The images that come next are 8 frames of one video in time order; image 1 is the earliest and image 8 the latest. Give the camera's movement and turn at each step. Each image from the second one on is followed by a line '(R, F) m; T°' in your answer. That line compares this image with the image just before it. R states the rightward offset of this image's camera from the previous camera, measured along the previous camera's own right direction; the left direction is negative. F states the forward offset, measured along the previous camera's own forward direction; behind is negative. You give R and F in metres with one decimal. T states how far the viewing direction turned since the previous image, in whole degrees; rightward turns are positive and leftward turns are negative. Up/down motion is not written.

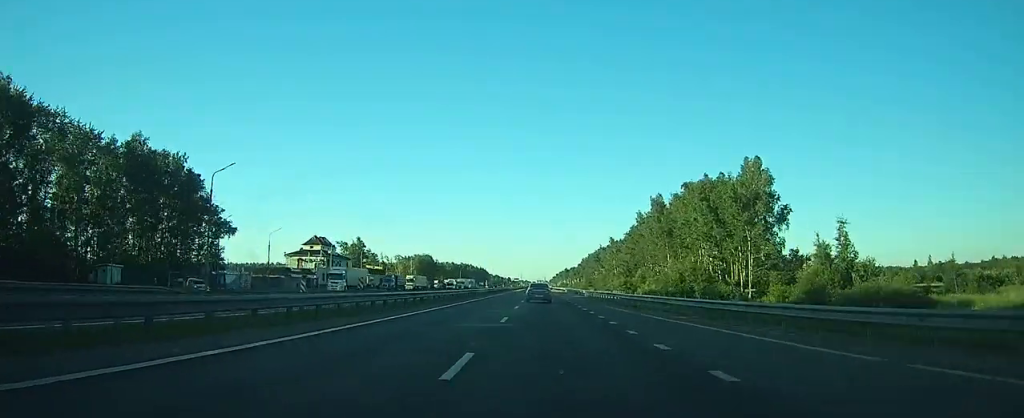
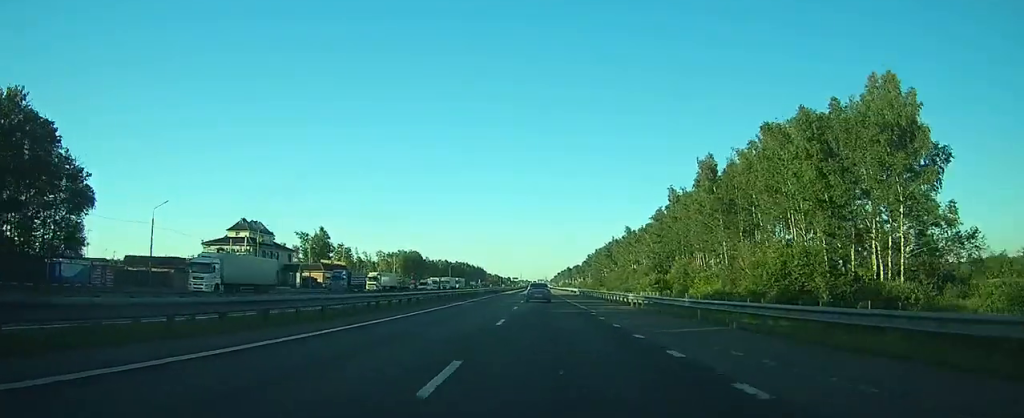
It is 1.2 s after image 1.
(+0.1, +37.1) m; 0°
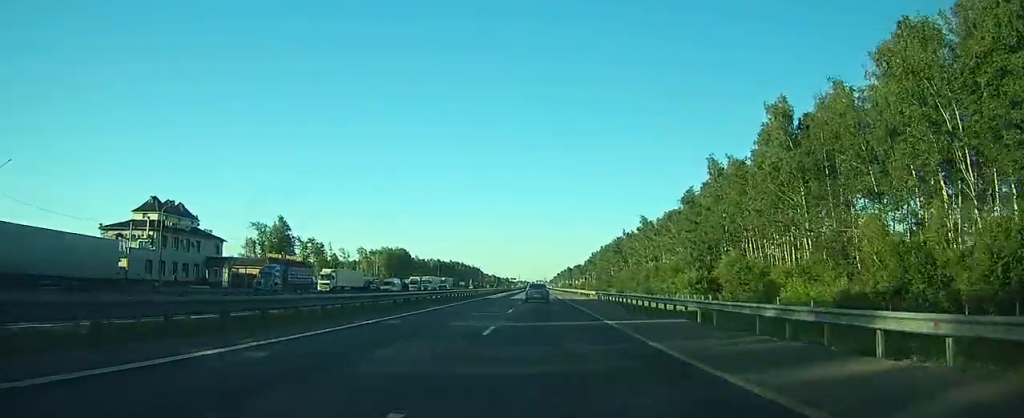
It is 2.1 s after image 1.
(0.0, +27.8) m; 0°
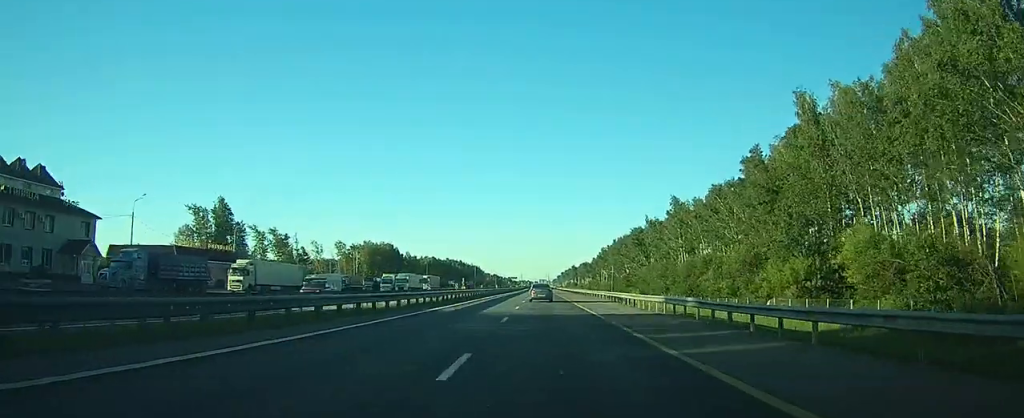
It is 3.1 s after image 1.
(0.0, +30.9) m; 0°
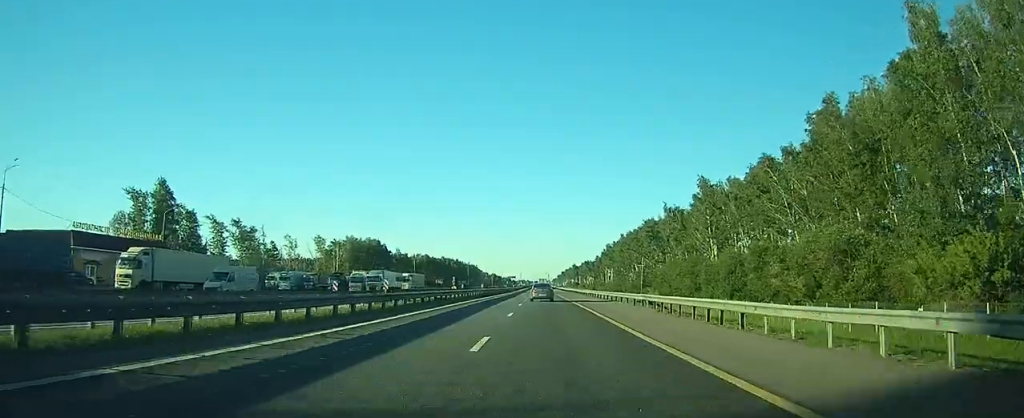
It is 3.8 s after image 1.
(0.0, +20.6) m; 0°
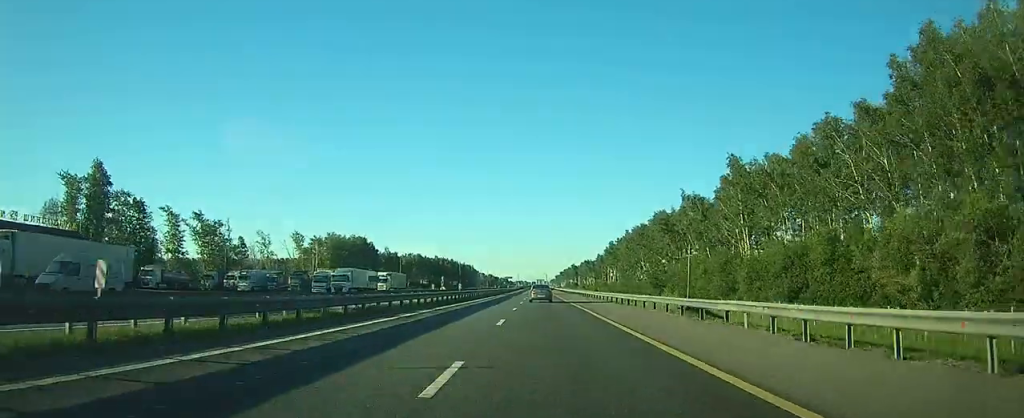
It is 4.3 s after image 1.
(0.0, +16.5) m; 0°
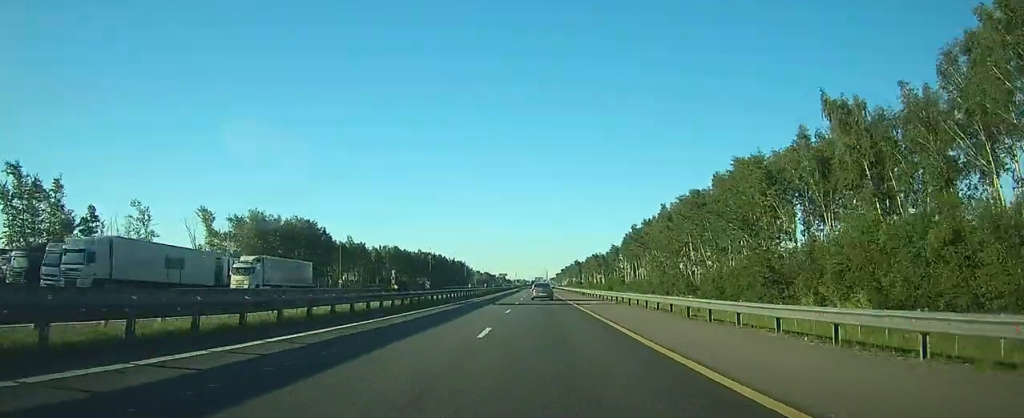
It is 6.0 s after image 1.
(0.0, +52.5) m; 0°
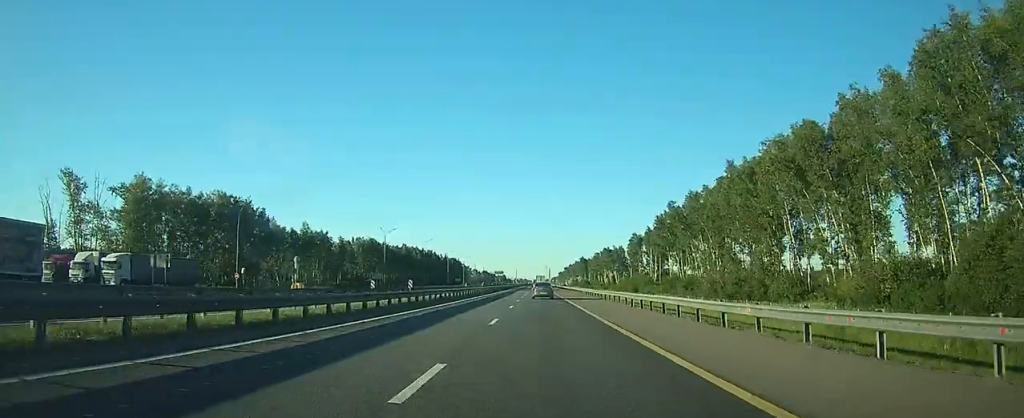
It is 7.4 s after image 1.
(-0.2, +44.2) m; 0°
